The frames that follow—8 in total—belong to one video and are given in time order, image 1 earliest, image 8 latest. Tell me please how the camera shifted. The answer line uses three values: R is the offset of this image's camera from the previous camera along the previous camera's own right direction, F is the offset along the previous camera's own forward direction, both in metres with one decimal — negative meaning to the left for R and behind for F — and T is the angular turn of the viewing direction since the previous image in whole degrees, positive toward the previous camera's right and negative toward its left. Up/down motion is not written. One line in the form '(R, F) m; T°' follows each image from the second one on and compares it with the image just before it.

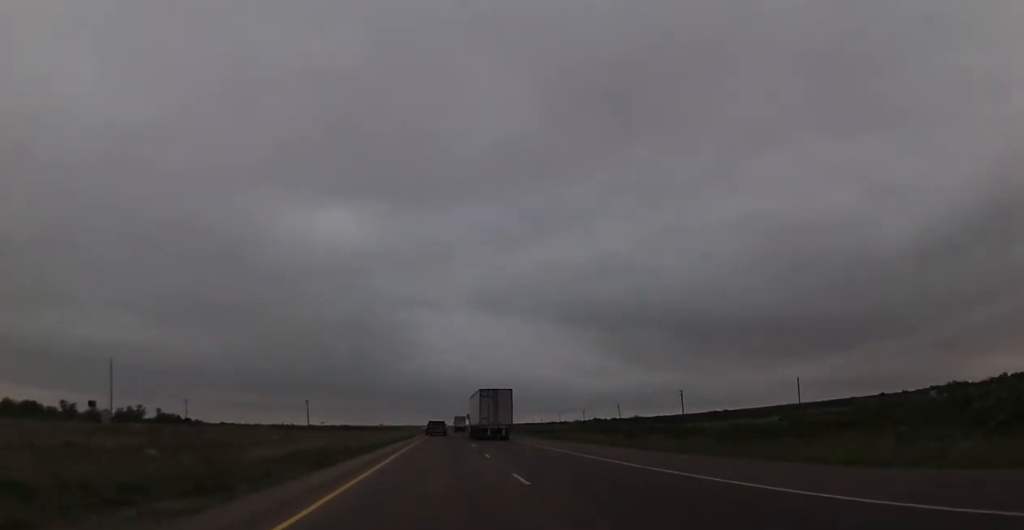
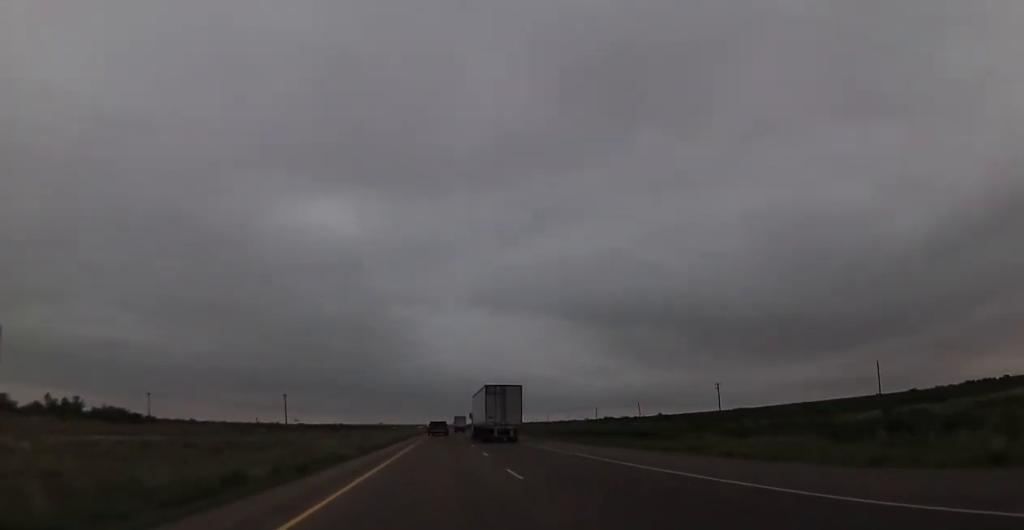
(+0.4, +34.7) m; 0°
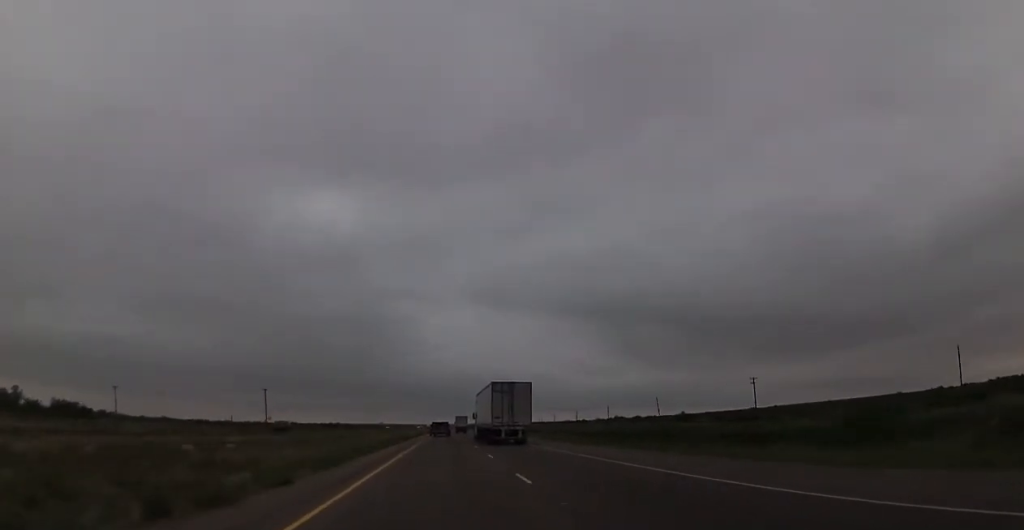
(-0.2, +25.5) m; 0°
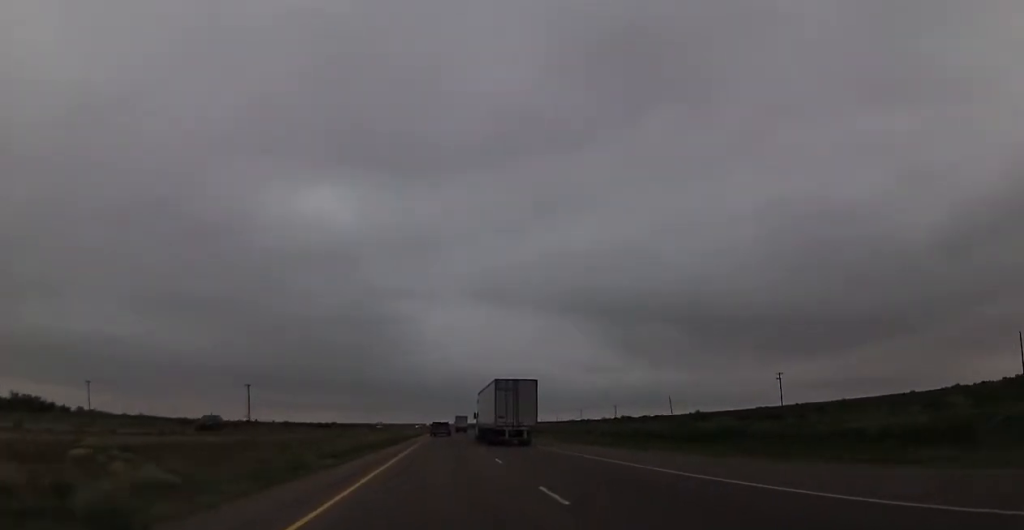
(-0.1, +16.2) m; 0°
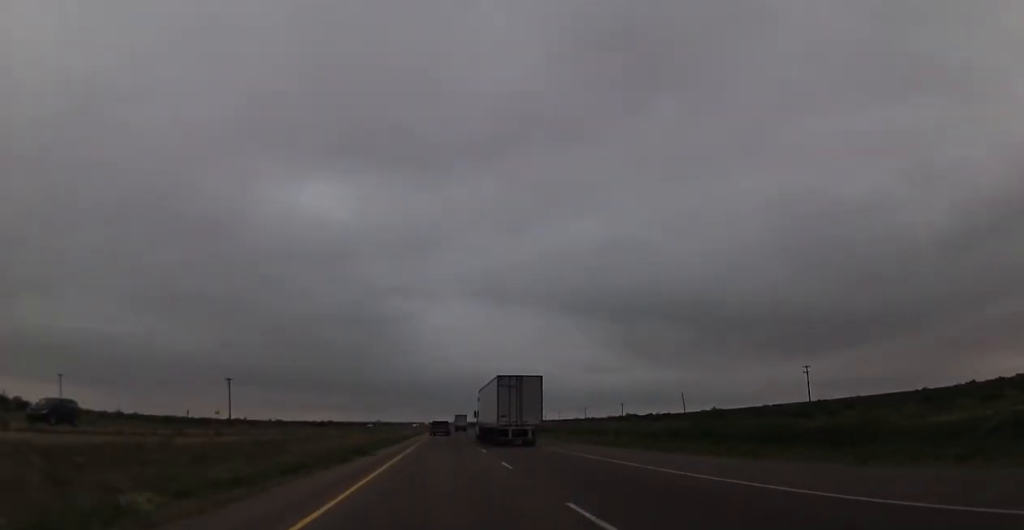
(0.0, +15.1) m; 0°
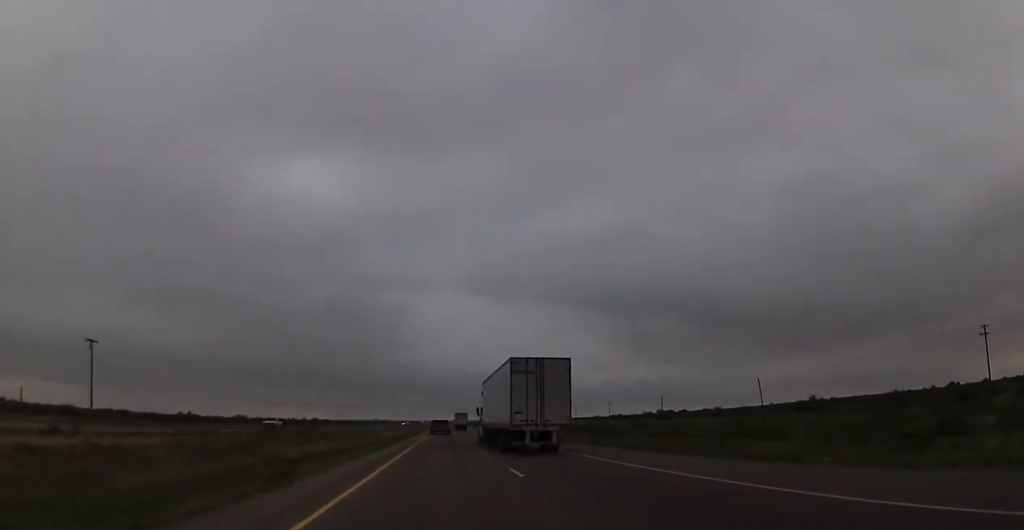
(+0.3, +63.7) m; +1°
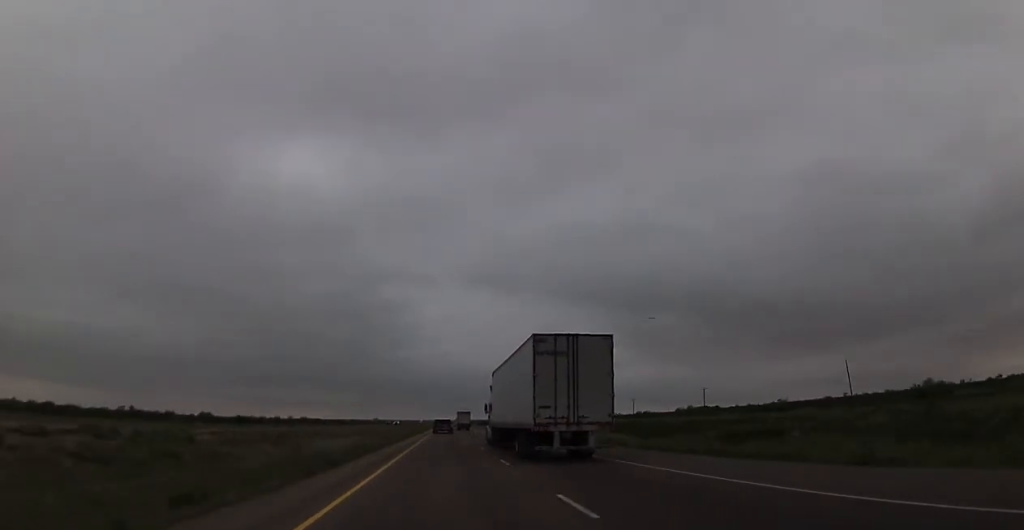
(+0.2, +44.2) m; 0°
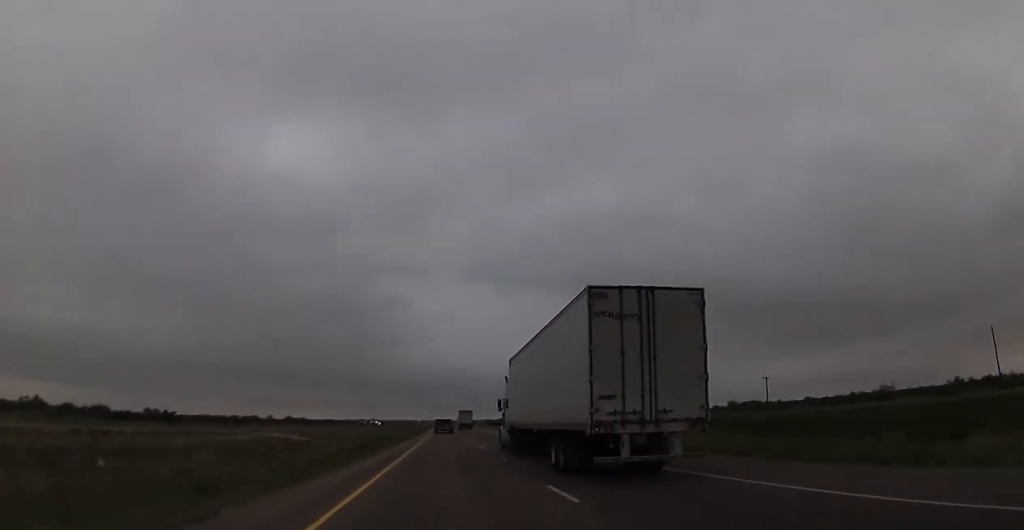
(-0.4, +46.6) m; -1°
